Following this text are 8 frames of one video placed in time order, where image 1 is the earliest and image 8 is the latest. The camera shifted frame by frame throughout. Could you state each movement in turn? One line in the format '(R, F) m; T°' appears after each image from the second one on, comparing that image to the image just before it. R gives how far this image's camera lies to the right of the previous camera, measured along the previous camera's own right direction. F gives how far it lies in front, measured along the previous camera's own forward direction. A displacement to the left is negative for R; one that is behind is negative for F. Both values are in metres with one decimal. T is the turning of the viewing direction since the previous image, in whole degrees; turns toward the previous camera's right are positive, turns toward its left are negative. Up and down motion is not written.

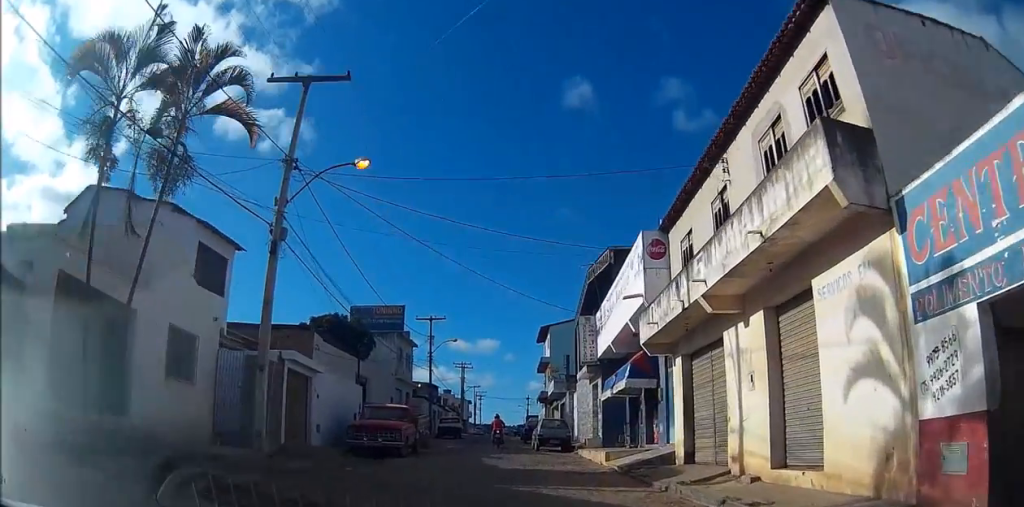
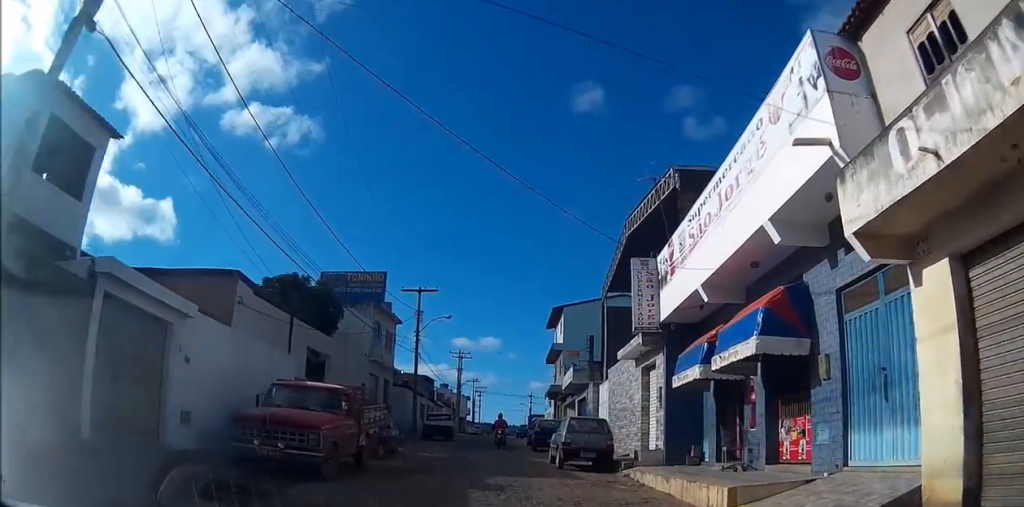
(+0.1, +9.8) m; +2°
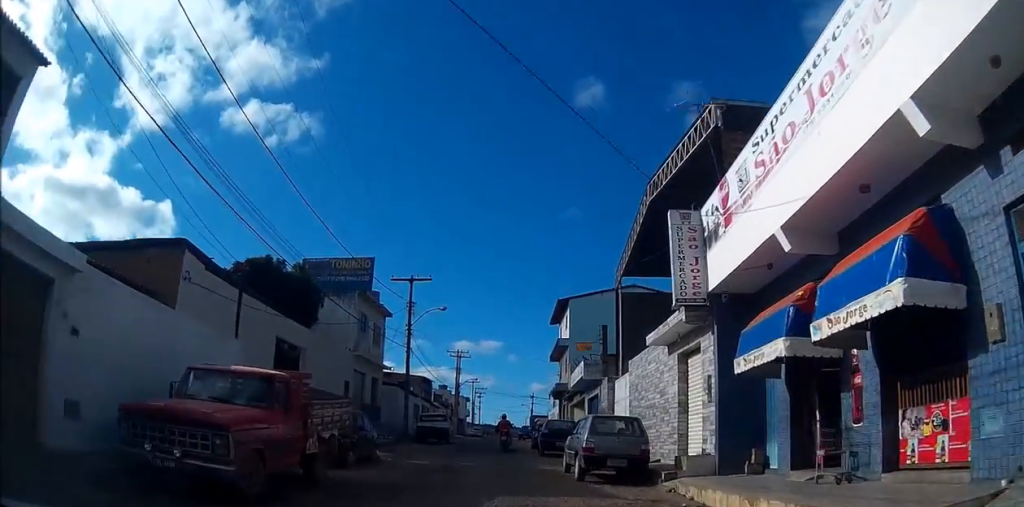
(-0.1, +3.9) m; -1°
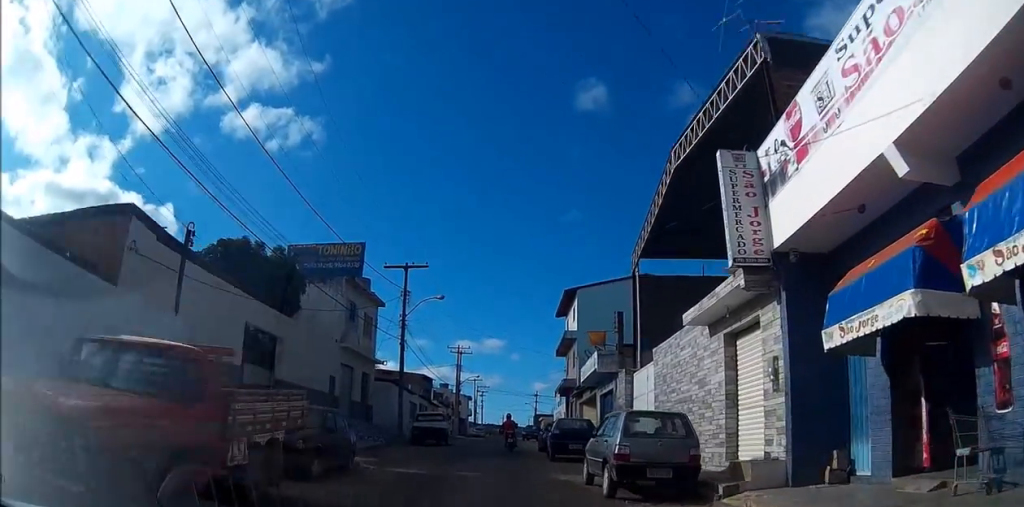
(-0.1, +3.1) m; -1°
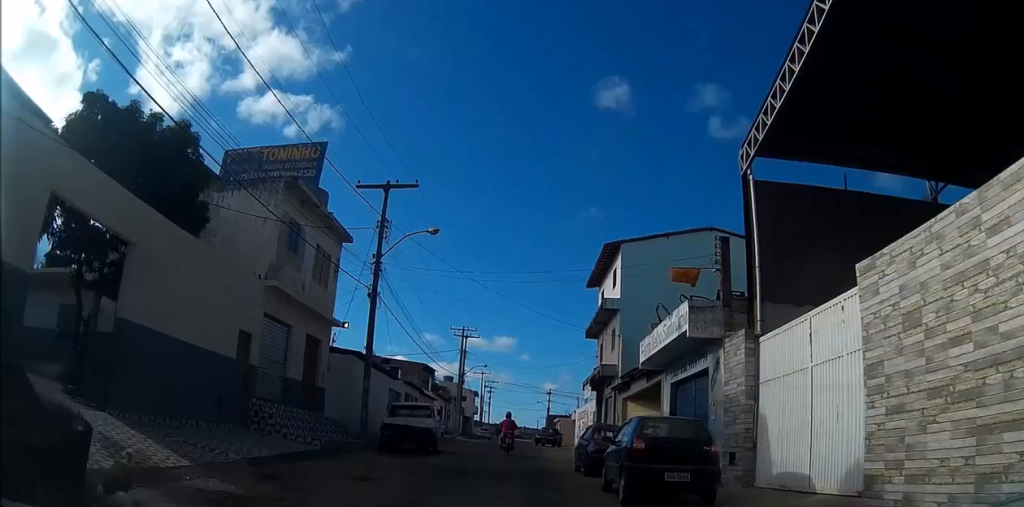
(+0.2, +10.5) m; +1°
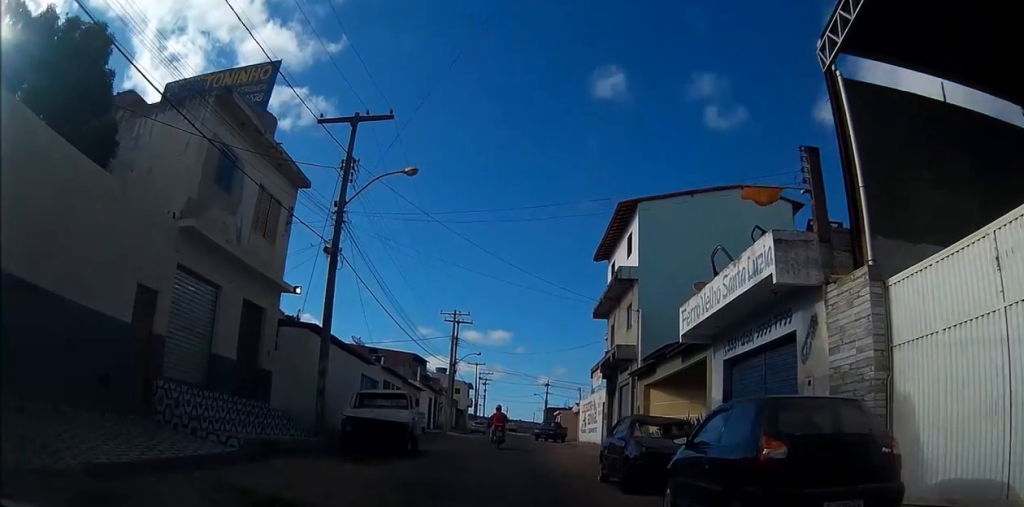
(0.0, +5.2) m; -1°
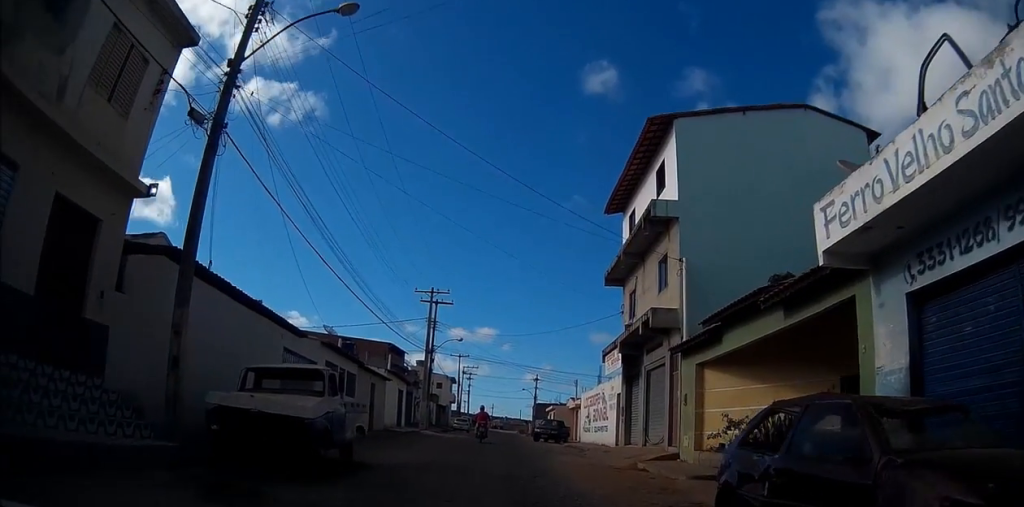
(+0.1, +9.8) m; +3°
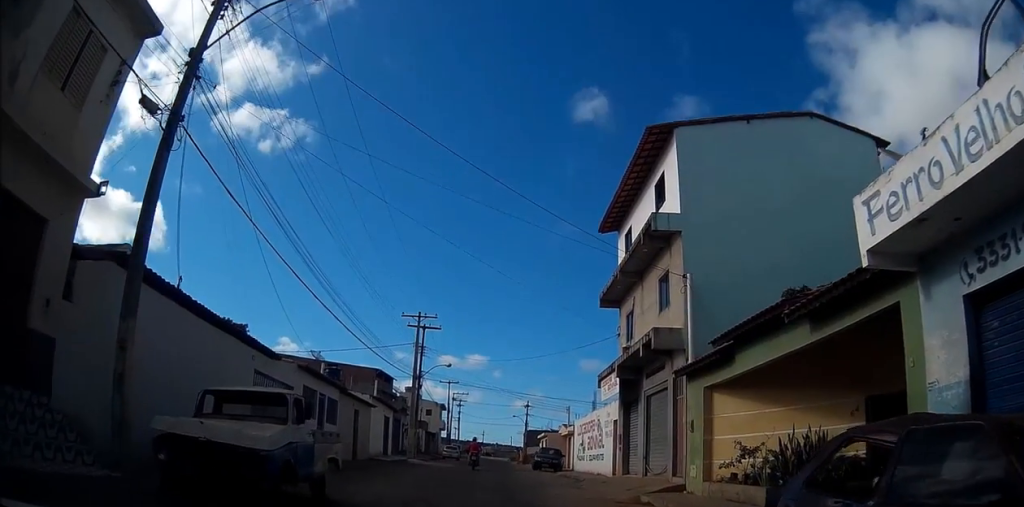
(0.0, +3.2) m; -4°
